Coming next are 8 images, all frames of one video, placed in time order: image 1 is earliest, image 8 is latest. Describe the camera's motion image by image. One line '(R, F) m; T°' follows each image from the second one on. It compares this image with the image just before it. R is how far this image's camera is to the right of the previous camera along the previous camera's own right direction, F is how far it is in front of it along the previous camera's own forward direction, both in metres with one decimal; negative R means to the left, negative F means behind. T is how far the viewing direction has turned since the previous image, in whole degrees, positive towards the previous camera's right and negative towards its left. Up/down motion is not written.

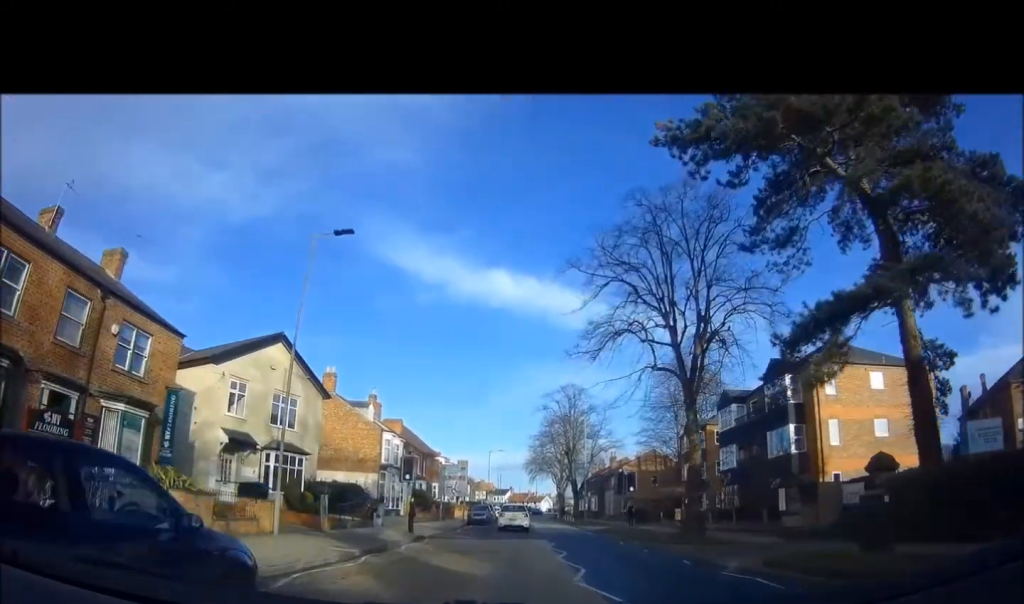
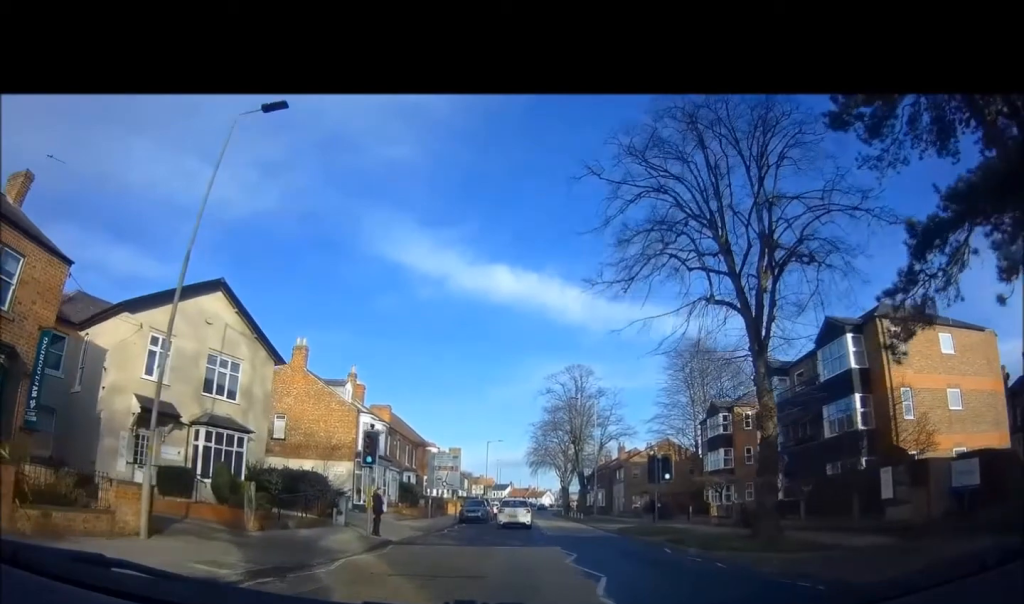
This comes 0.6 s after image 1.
(0.0, +6.4) m; 0°
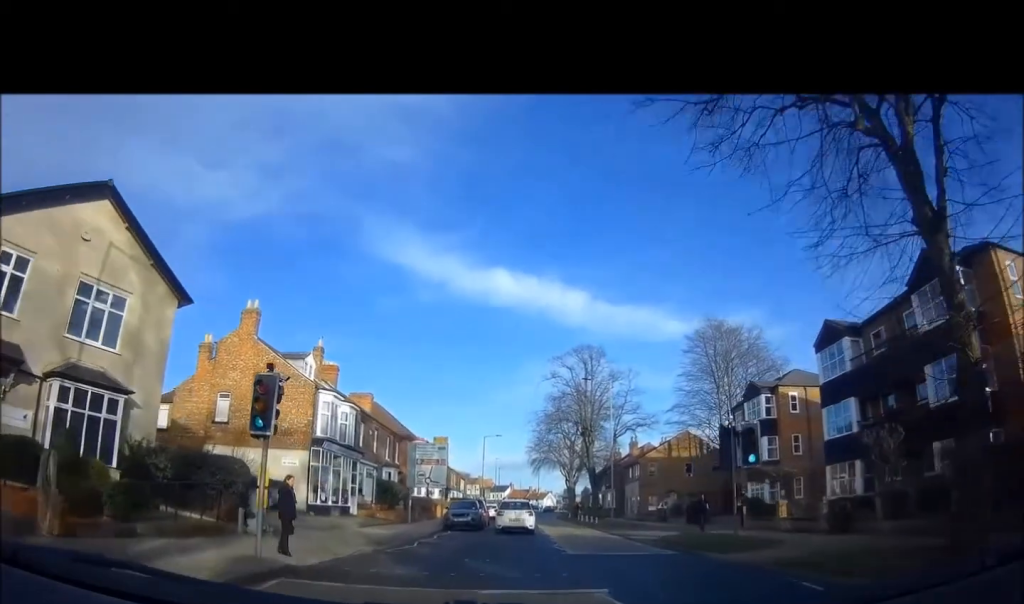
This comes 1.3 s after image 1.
(0.0, +7.9) m; 0°
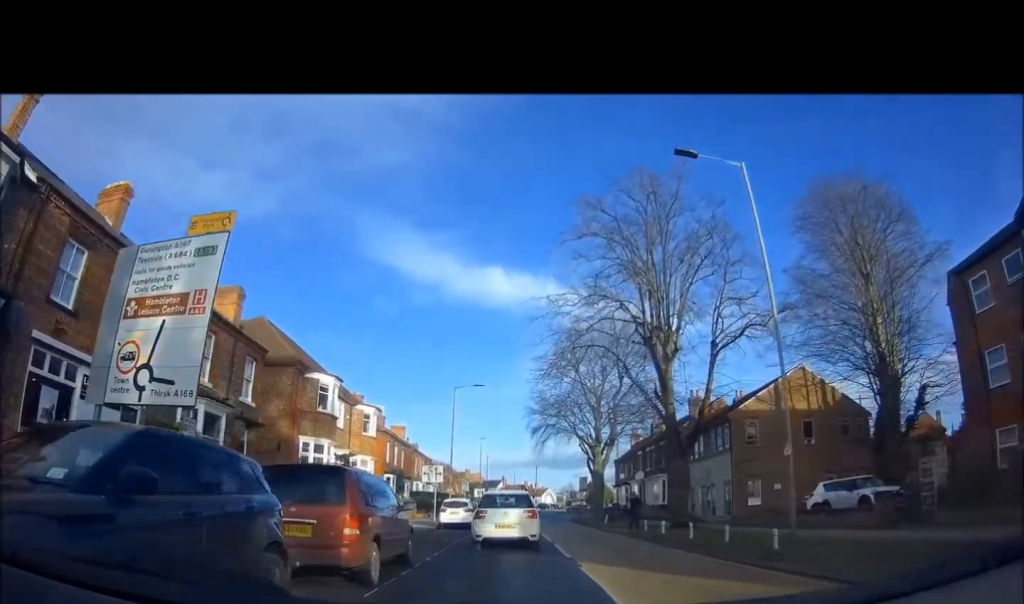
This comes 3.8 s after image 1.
(+0.2, +26.3) m; -1°
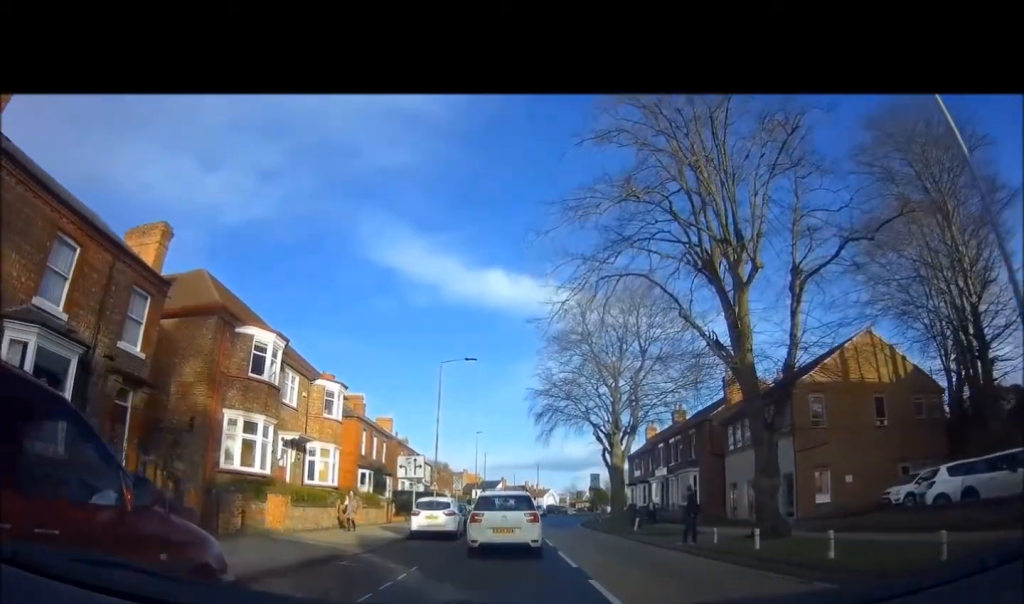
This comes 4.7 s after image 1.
(-0.1, +8.0) m; +1°
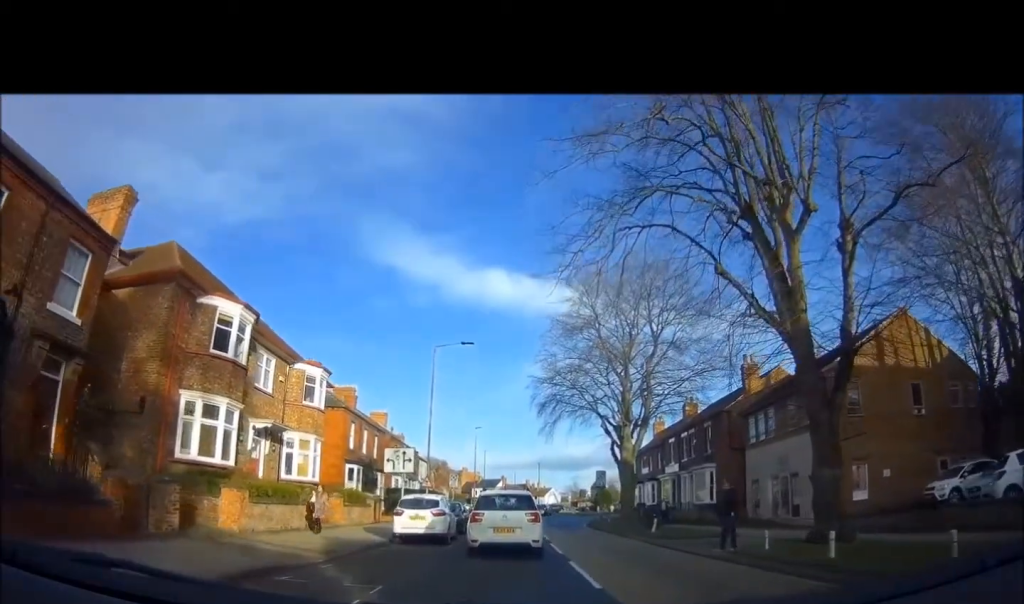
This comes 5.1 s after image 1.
(-0.1, +3.2) m; +1°
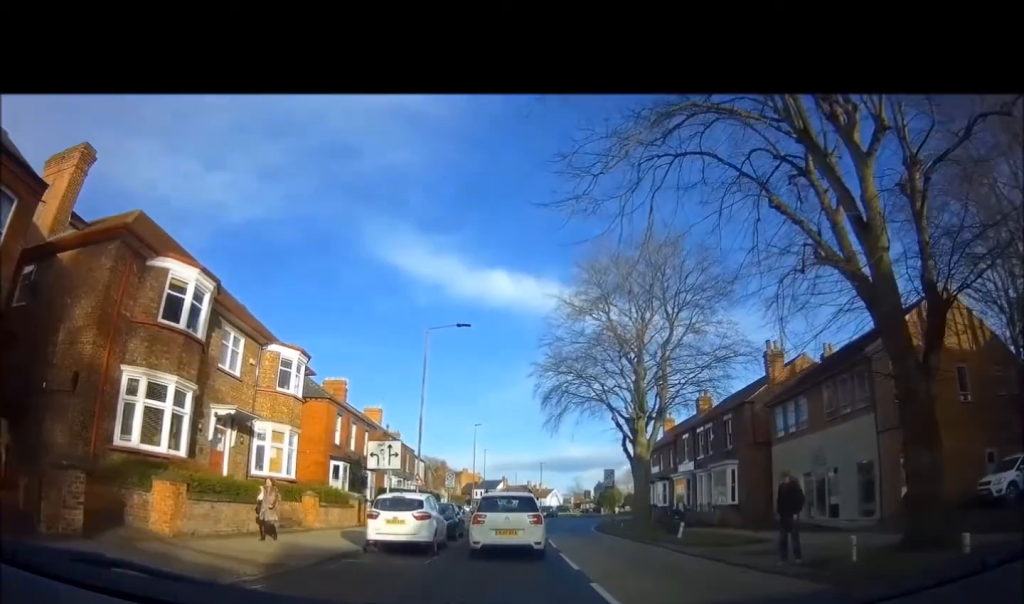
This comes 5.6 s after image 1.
(+0.1, +3.2) m; 0°
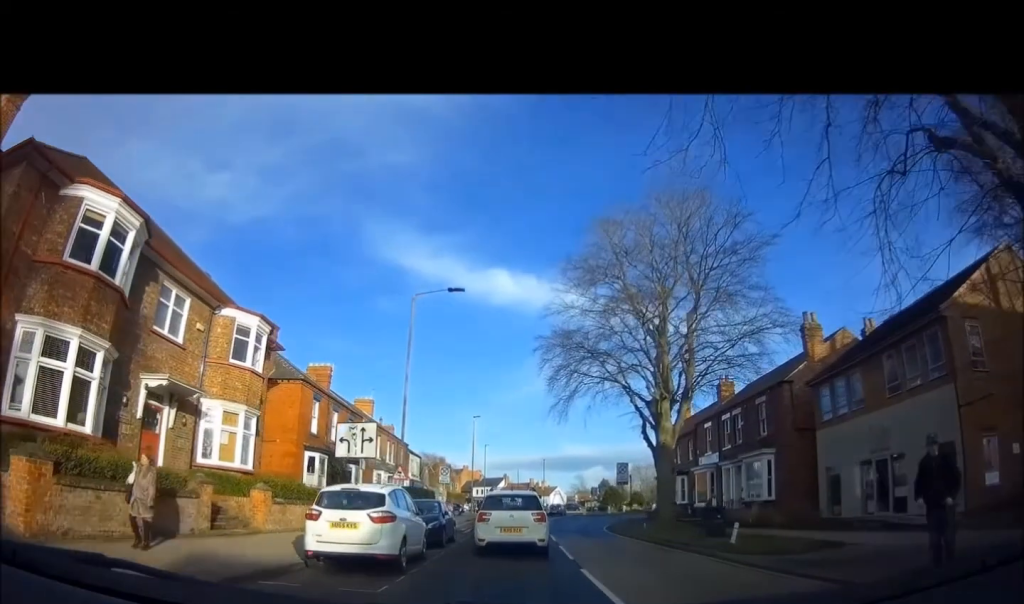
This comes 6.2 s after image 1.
(+0.3, +4.2) m; -1°
